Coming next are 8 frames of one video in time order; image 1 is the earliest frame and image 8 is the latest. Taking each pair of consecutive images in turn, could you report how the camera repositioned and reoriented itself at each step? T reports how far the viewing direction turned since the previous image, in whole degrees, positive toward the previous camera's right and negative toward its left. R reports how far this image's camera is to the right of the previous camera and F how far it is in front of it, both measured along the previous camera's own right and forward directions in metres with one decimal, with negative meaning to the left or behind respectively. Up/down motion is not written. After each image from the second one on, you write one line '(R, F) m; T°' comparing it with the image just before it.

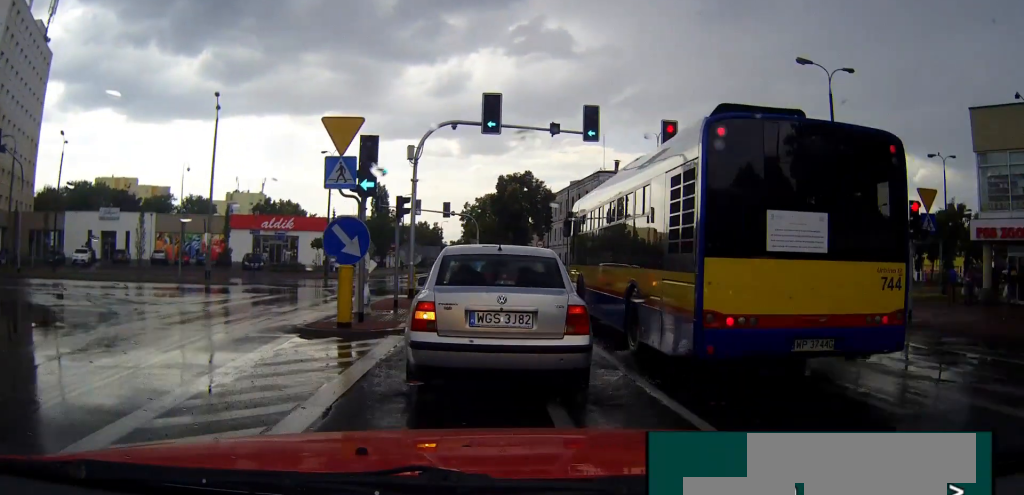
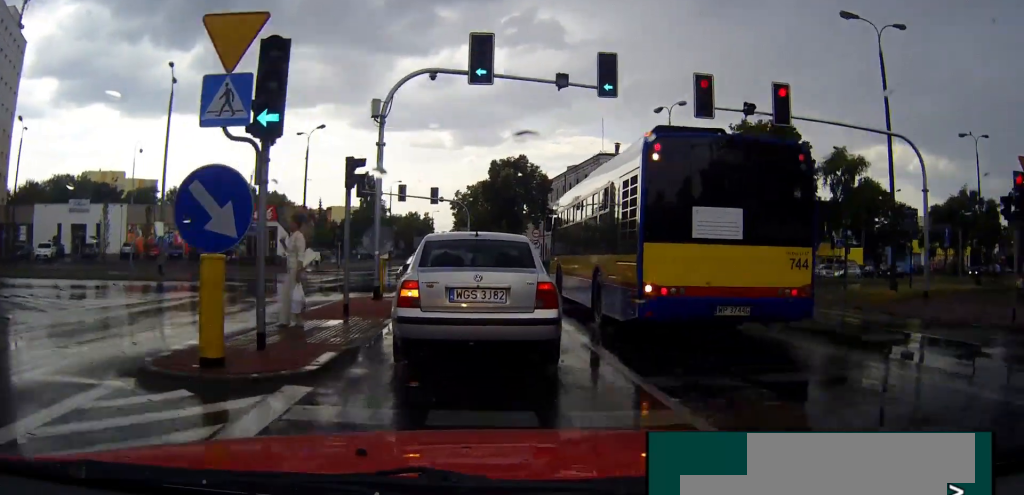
(0.0, +4.9) m; -3°
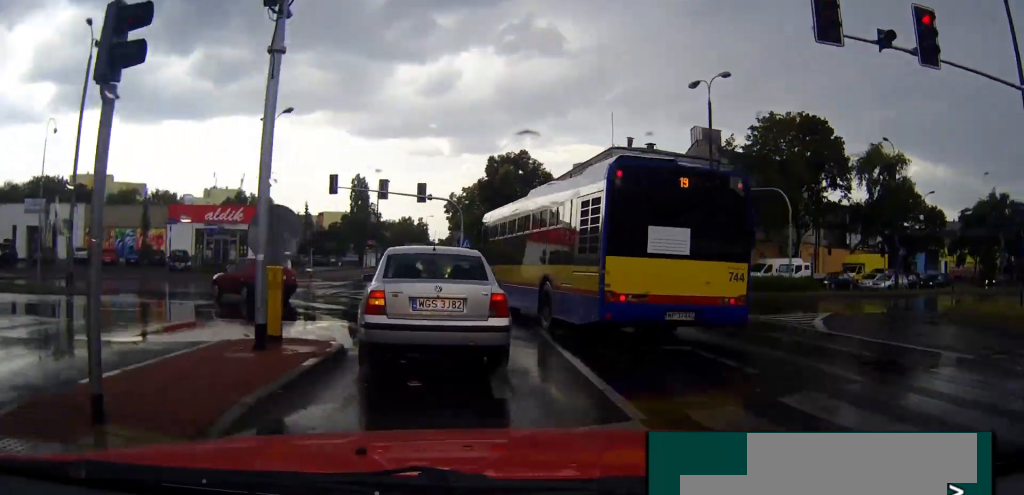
(-0.1, +7.4) m; -9°
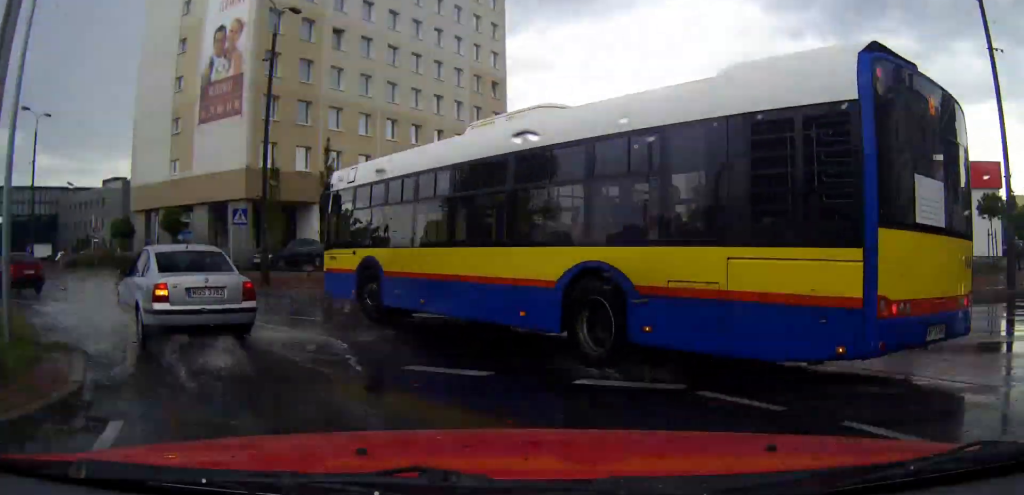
(-9.8, +22.7) m; -61°
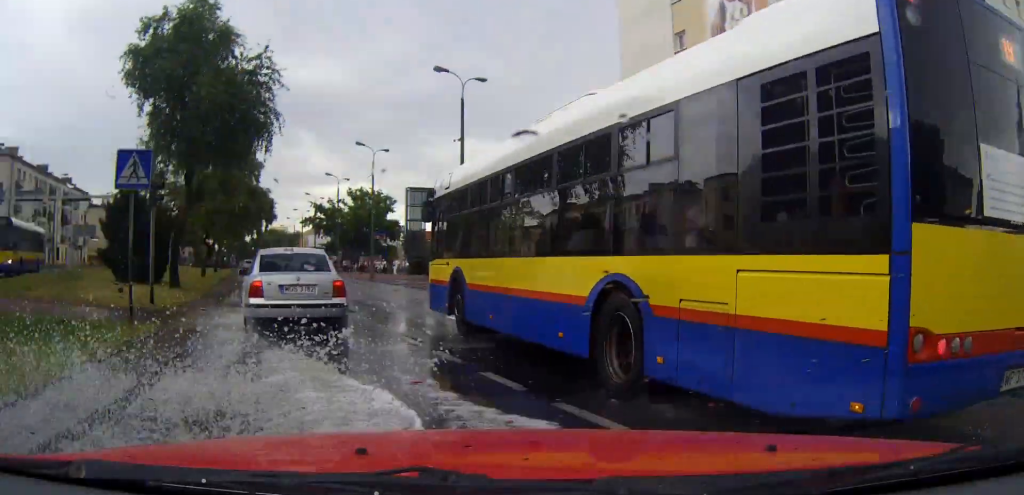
(-4.7, +13.7) m; -23°
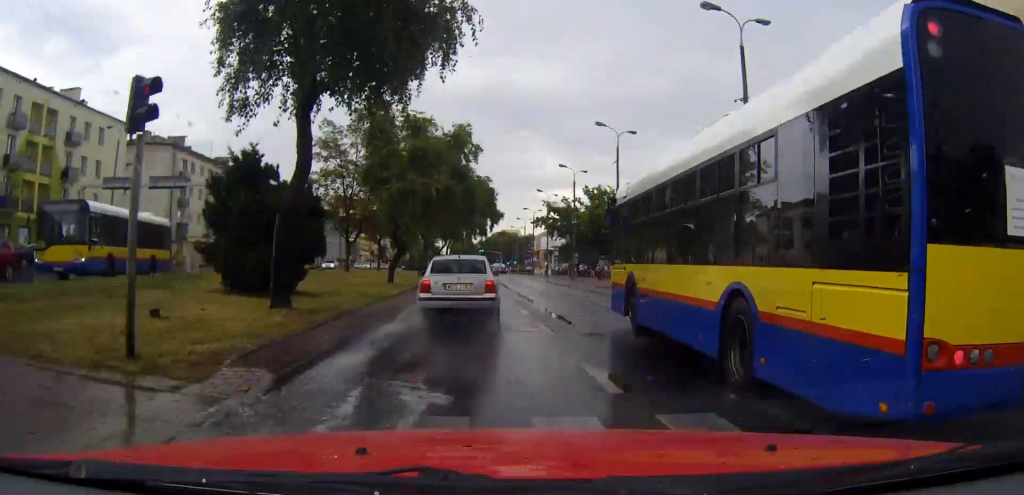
(-2.5, +11.9) m; -12°
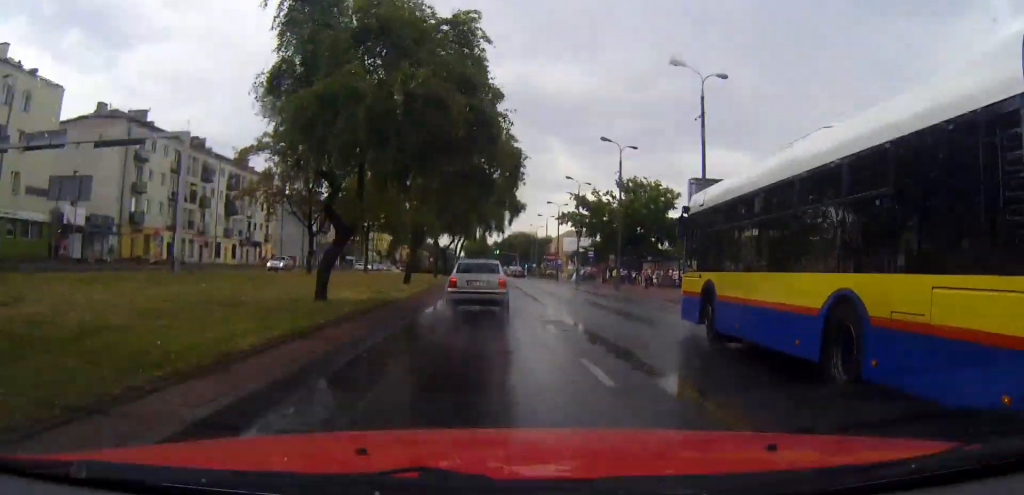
(-1.4, +18.3) m; -4°
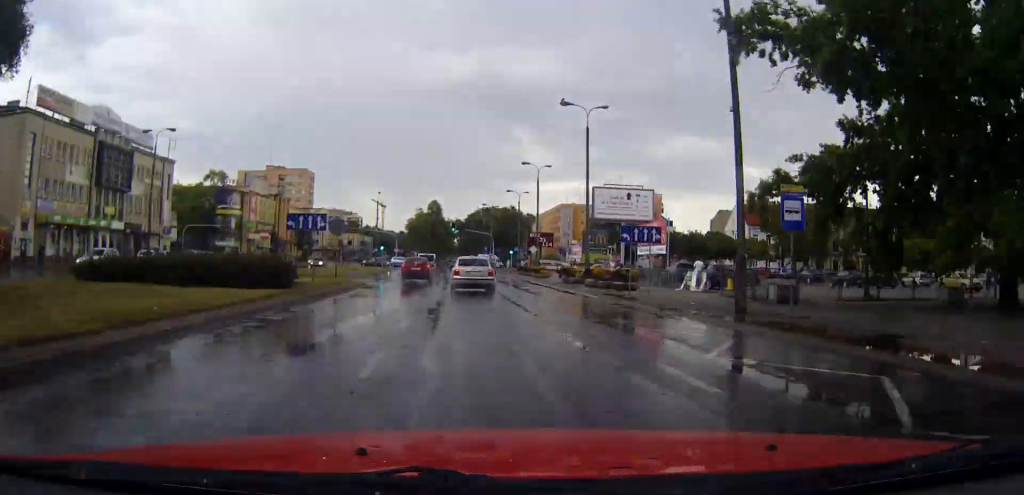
(-0.8, +82.2) m; -1°
